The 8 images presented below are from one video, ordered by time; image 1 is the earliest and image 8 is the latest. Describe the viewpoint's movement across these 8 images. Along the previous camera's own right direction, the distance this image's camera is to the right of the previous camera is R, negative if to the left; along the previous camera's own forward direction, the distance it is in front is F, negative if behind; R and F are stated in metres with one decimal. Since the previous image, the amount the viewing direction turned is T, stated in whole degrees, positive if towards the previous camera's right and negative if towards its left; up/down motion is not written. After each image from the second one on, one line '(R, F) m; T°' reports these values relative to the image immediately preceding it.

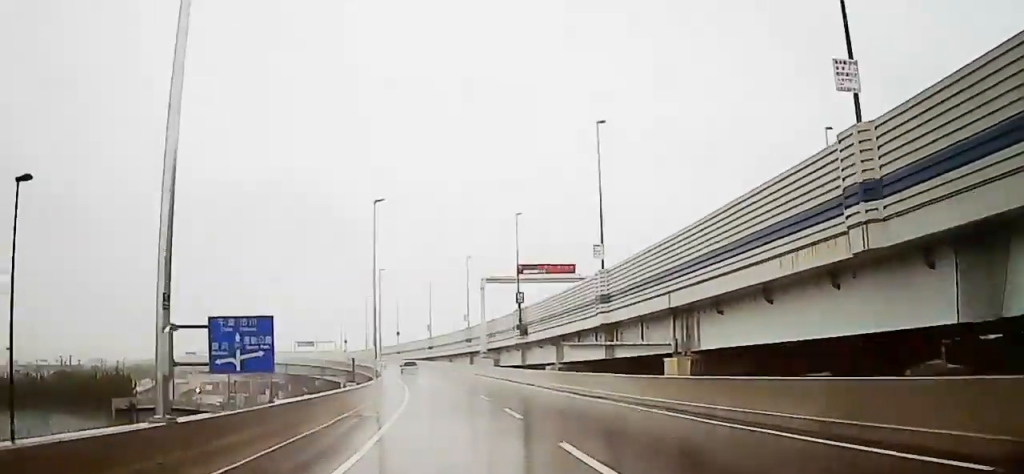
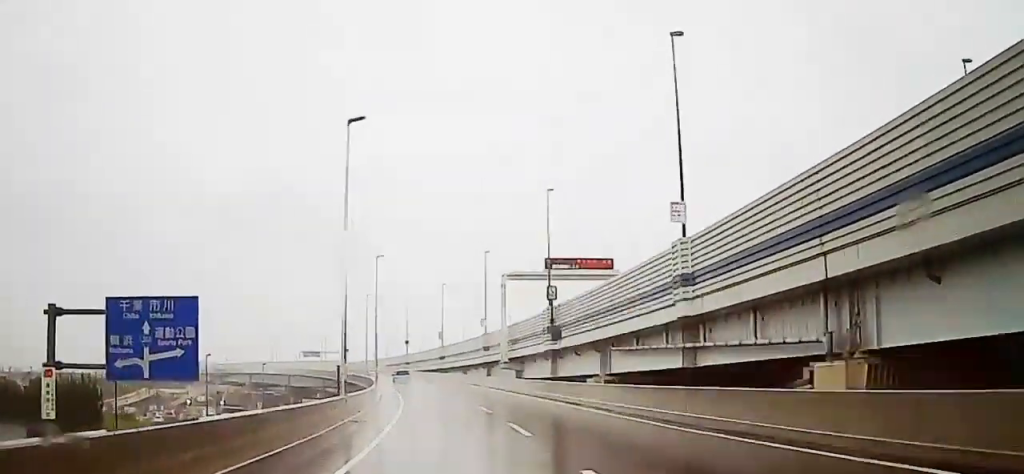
(-0.8, +19.3) m; -2°
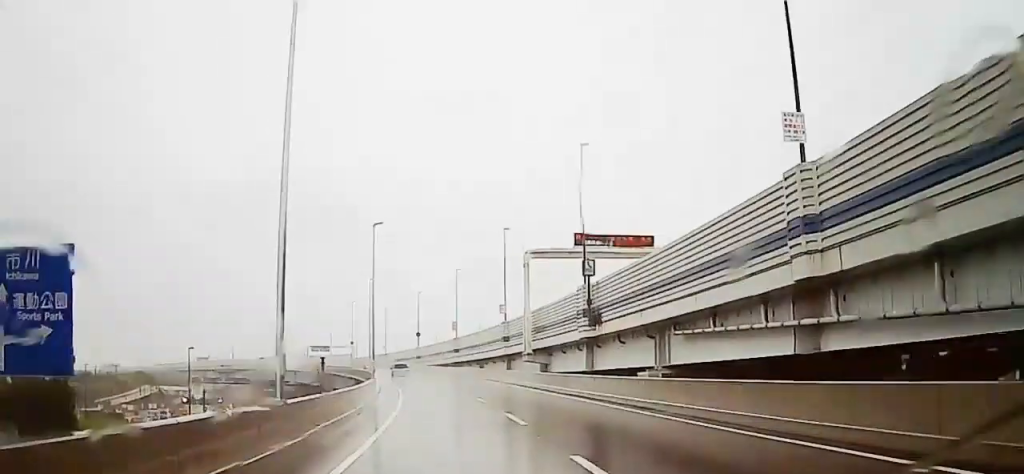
(-0.1, +13.3) m; -1°
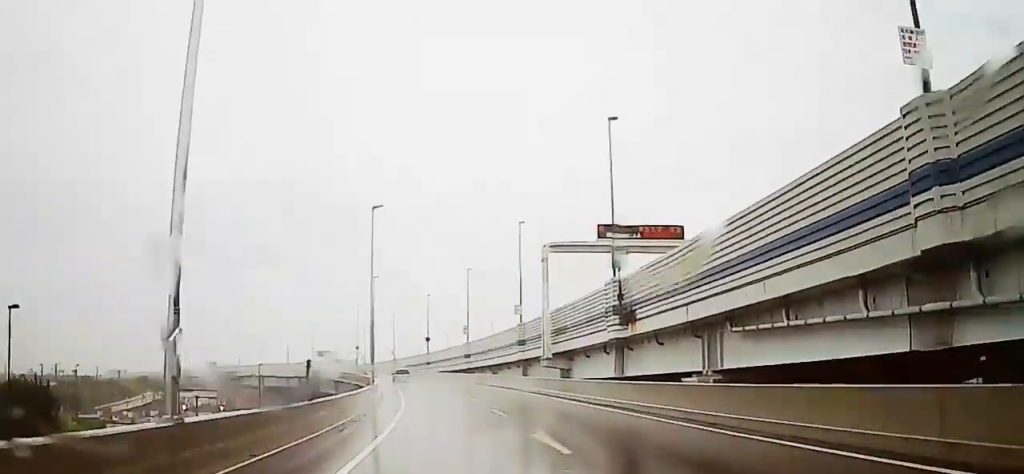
(+0.1, +8.0) m; -1°
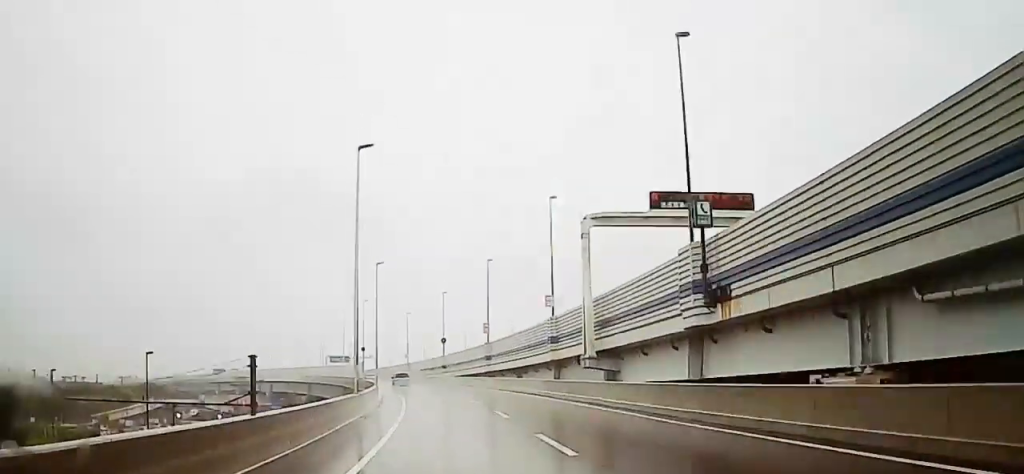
(-0.5, +15.1) m; -1°
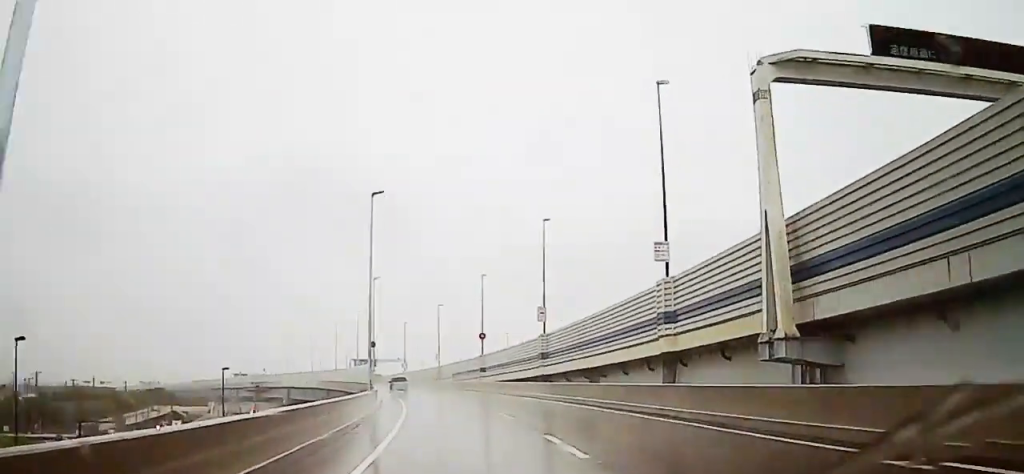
(-0.3, +30.6) m; 0°
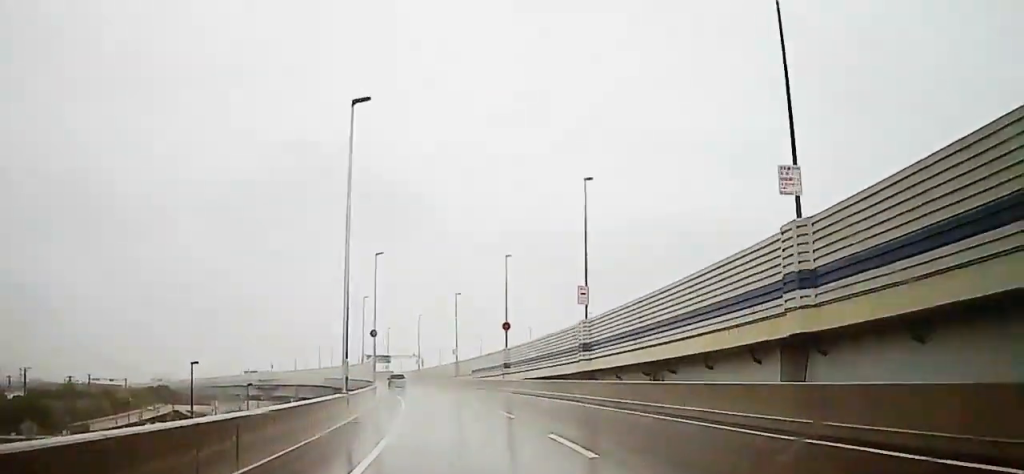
(0.0, +15.6) m; 0°
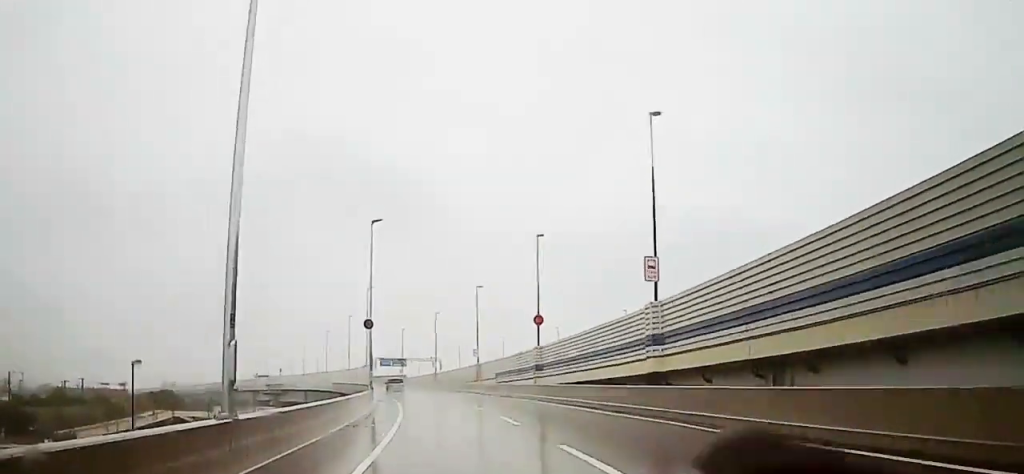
(+0.1, +16.9) m; -1°
